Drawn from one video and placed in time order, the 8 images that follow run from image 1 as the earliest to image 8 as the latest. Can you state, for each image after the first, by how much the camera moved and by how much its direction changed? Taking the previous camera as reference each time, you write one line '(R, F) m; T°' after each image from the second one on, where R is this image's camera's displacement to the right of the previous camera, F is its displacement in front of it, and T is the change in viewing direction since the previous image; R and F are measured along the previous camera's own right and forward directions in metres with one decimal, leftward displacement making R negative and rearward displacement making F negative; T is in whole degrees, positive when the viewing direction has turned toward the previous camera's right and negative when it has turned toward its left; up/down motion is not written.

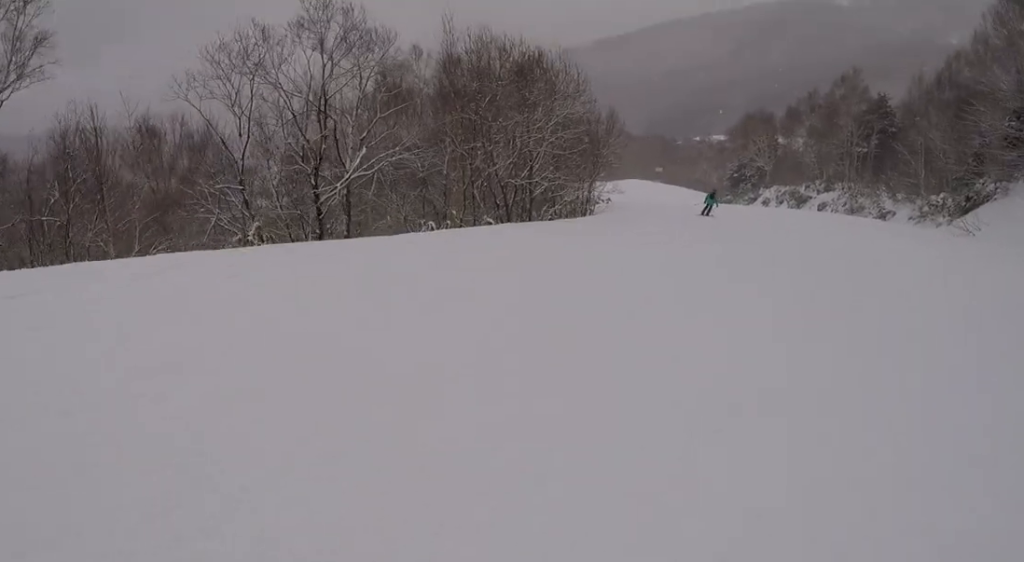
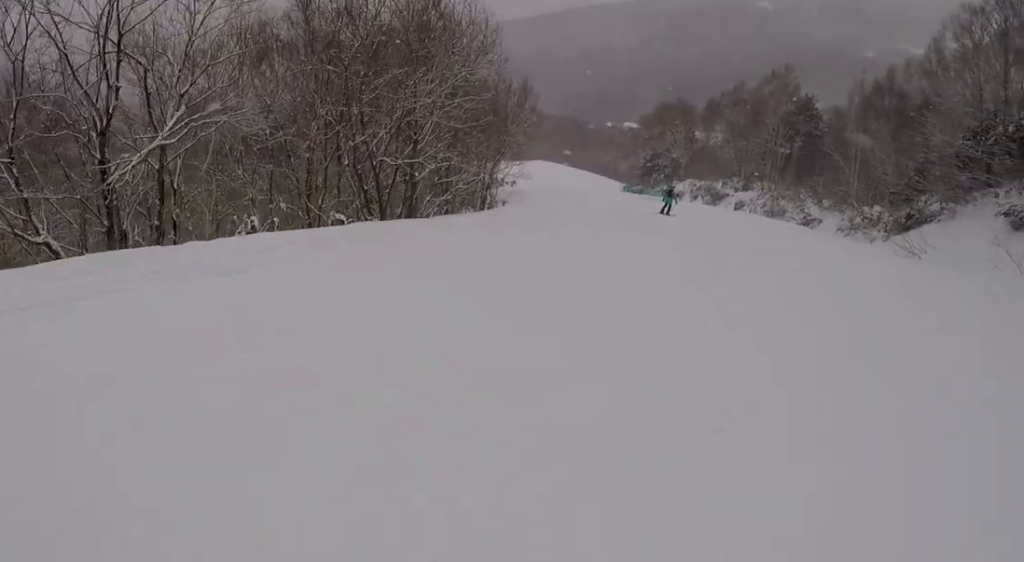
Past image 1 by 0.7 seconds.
(+0.8, +5.4) m; +13°
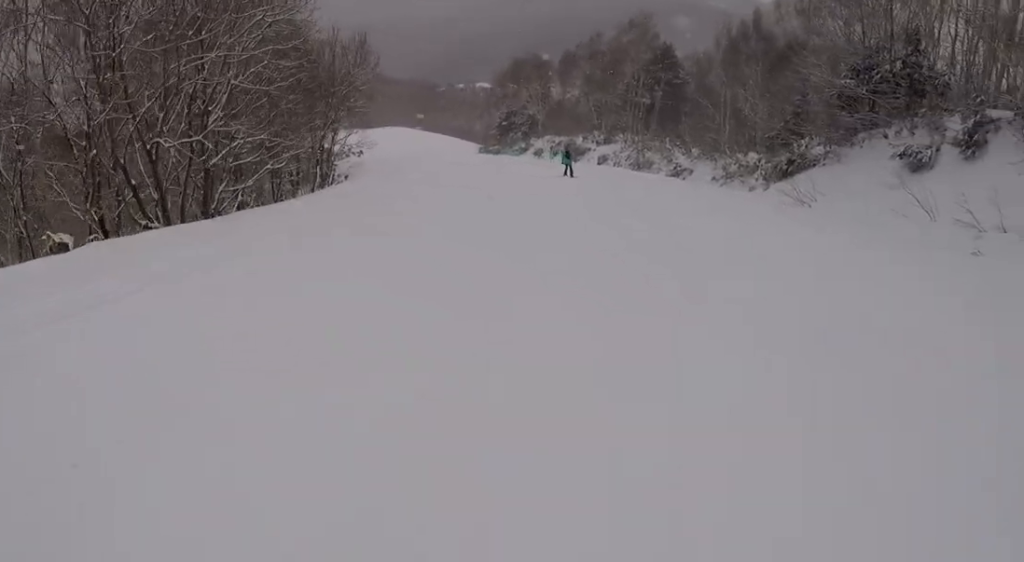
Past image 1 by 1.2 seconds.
(+0.4, +4.1) m; +1°
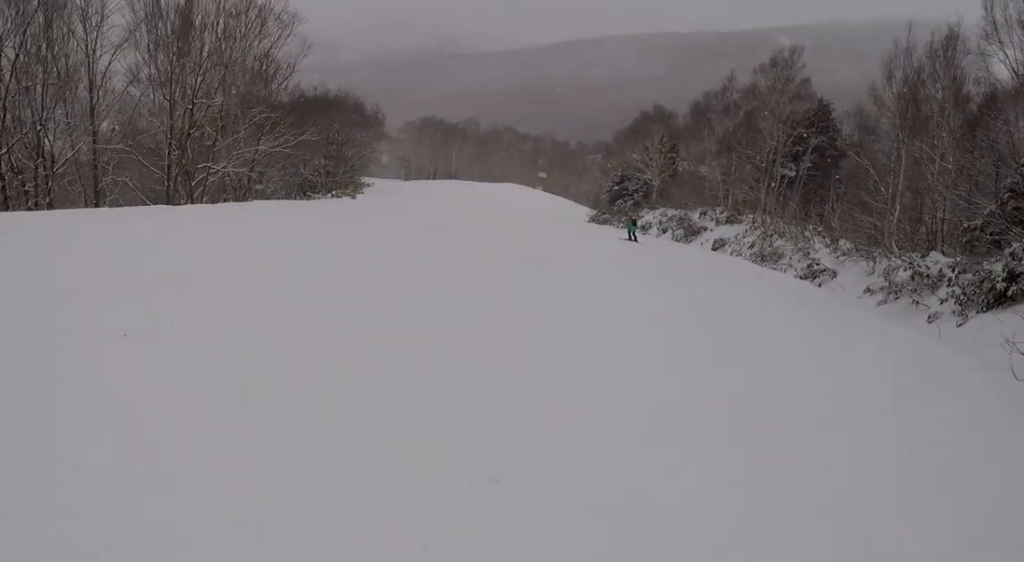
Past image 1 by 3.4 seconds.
(-3.8, +15.4) m; -33°
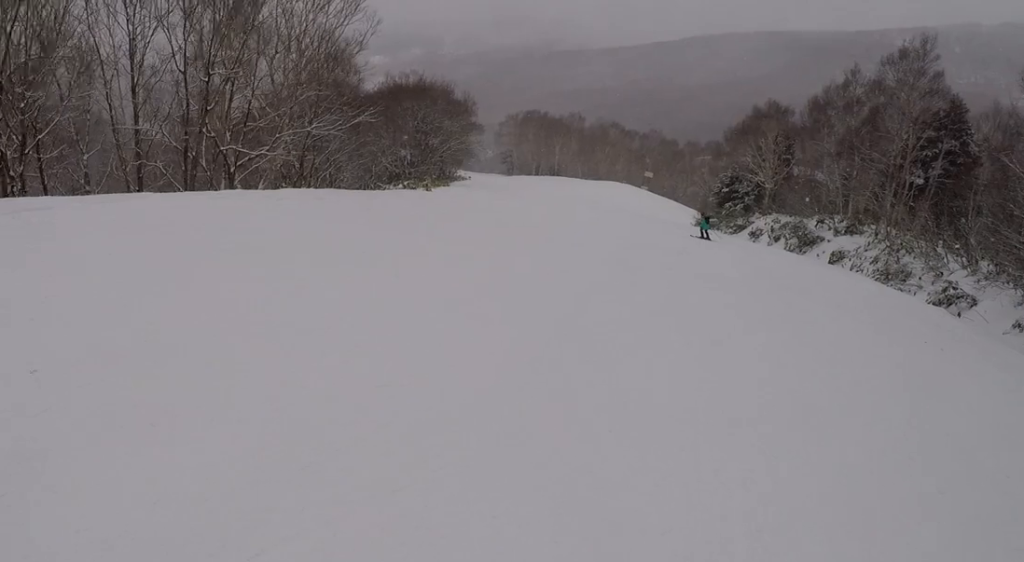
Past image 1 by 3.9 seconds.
(+0.3, +3.6) m; -7°
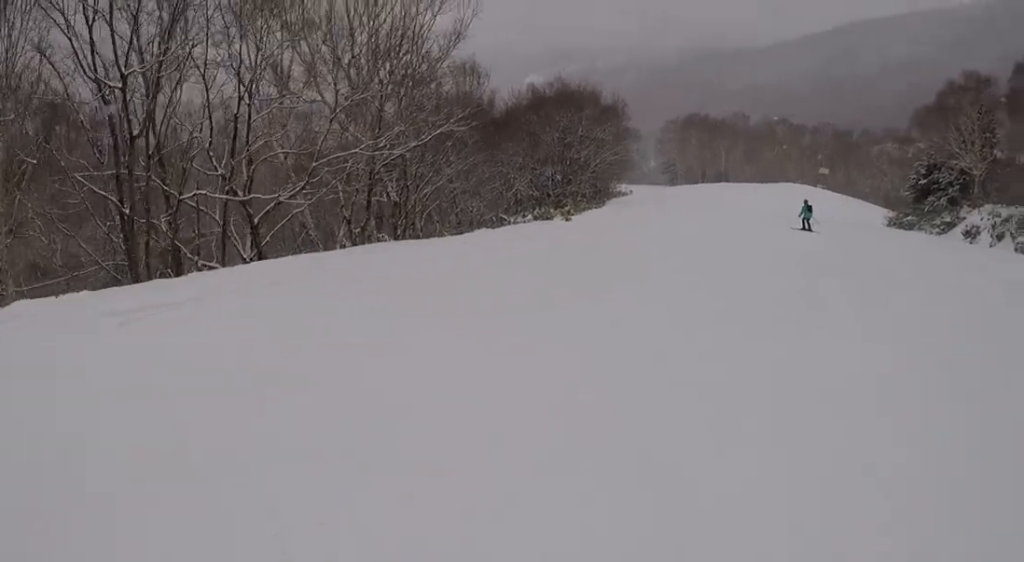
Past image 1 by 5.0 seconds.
(-1.1, +7.7) m; +13°
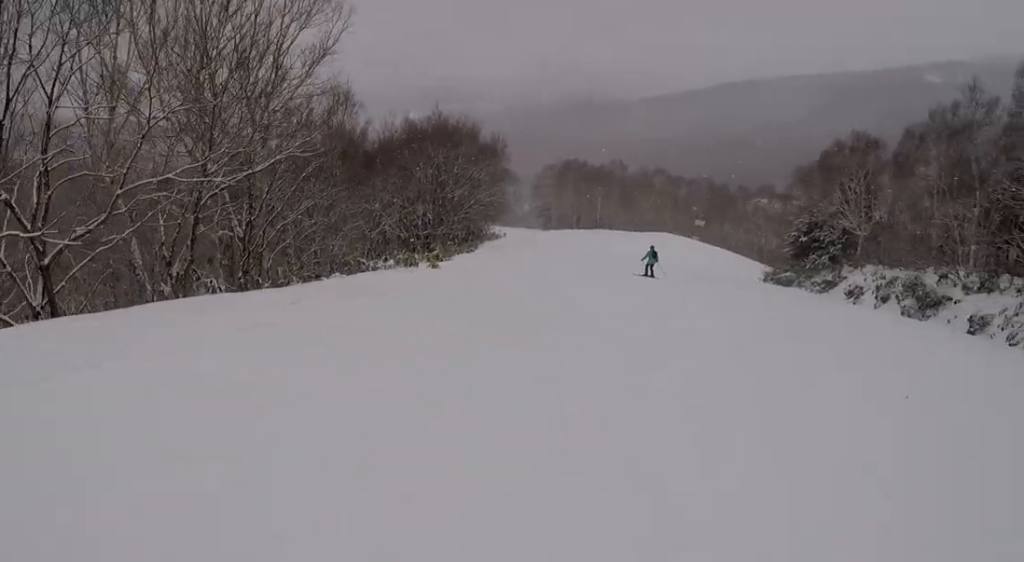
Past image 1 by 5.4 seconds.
(+1.0, +2.8) m; +9°
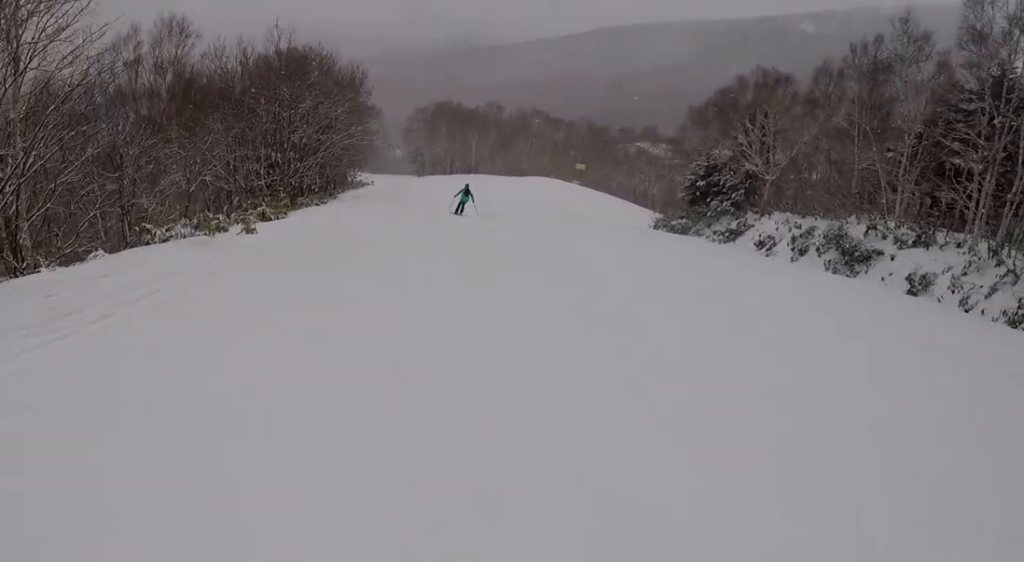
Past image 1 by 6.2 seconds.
(+1.2, +5.9) m; +11°
